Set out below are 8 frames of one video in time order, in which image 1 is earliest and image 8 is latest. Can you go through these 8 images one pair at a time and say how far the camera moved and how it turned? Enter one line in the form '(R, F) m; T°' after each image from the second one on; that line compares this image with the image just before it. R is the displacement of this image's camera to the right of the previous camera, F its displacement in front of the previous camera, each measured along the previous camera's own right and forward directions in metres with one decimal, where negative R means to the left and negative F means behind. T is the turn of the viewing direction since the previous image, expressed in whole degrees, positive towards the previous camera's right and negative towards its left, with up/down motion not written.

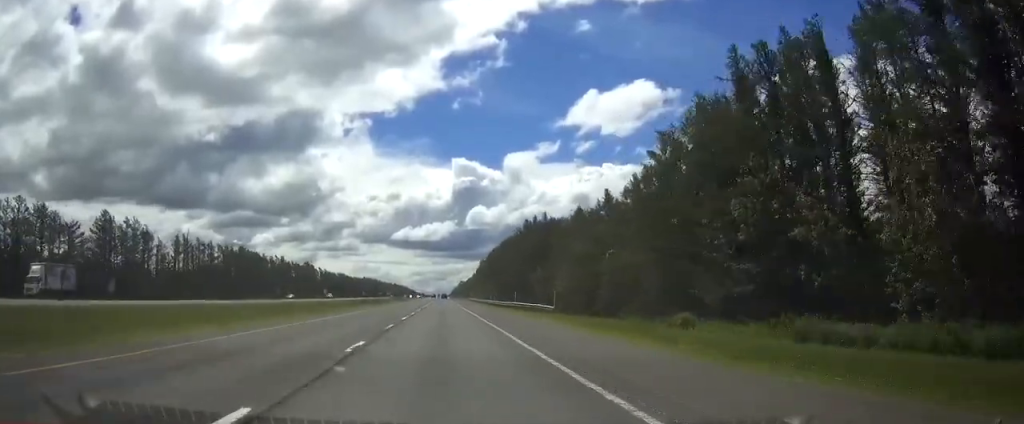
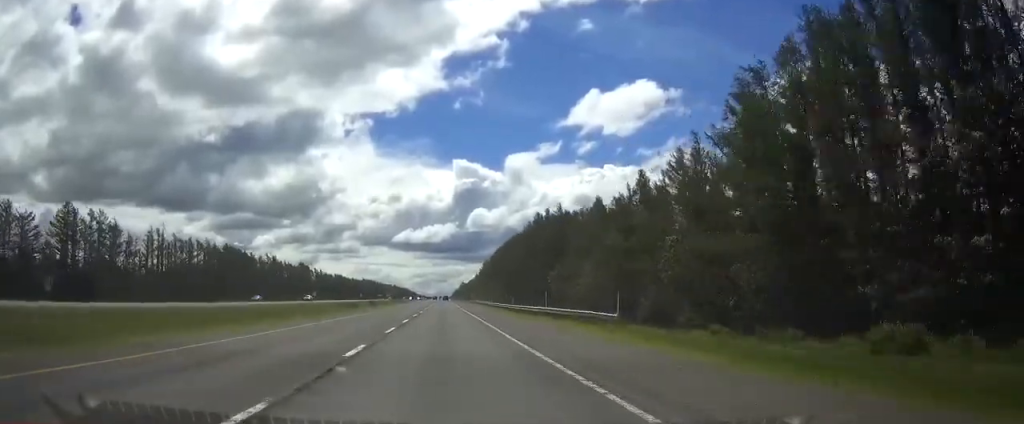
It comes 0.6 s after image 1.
(0.0, +18.1) m; 0°
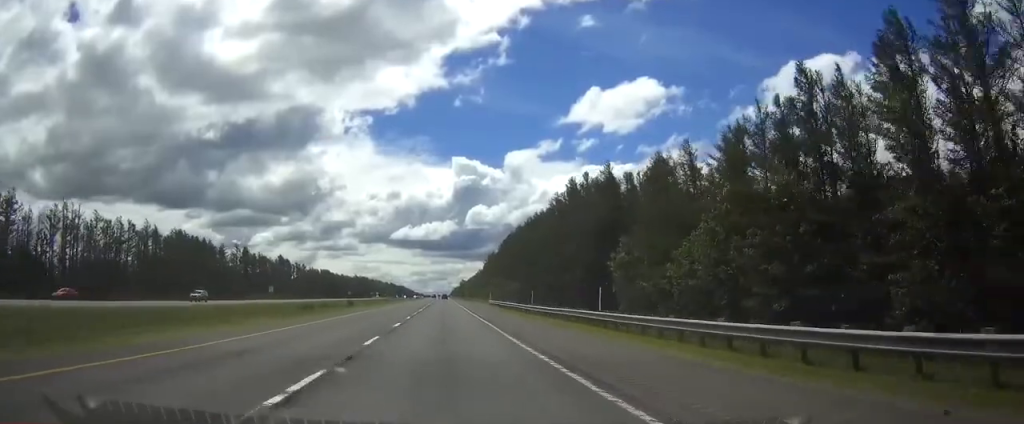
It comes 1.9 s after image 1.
(+0.2, +42.3) m; 0°
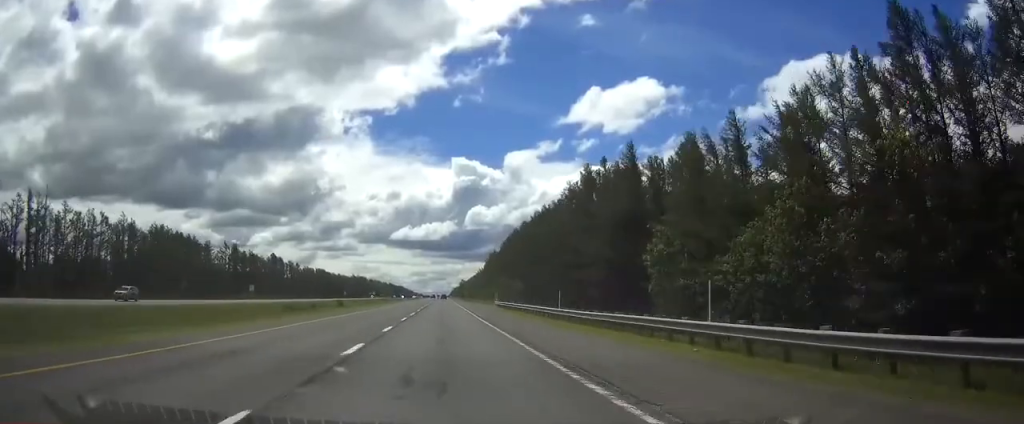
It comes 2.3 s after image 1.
(+0.1, +12.6) m; 0°
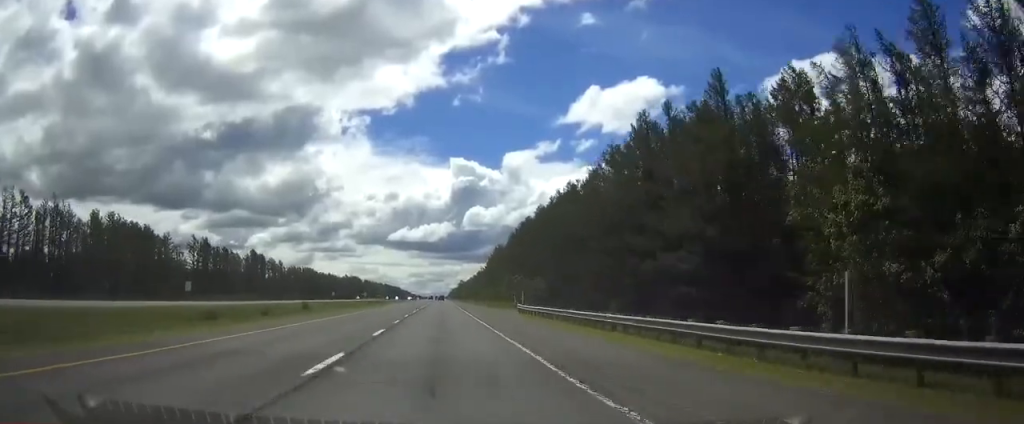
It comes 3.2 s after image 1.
(-0.1, +29.4) m; 0°
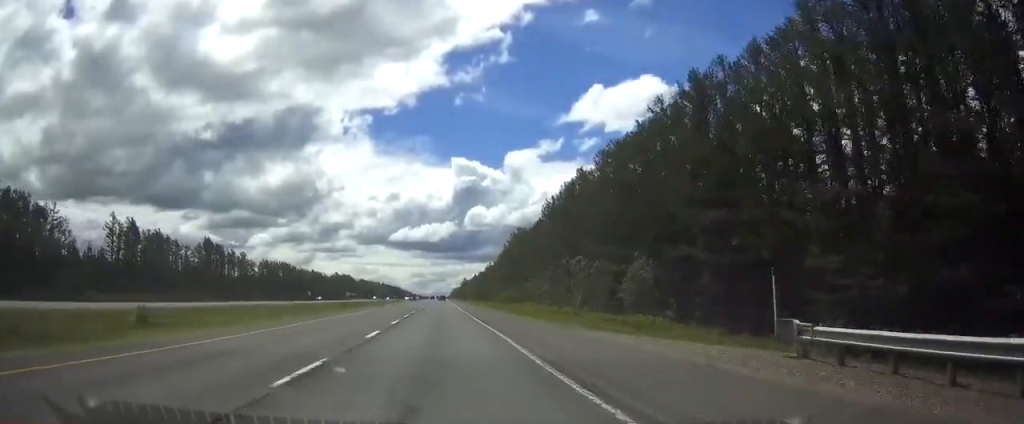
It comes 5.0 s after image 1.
(+0.1, +55.5) m; 0°
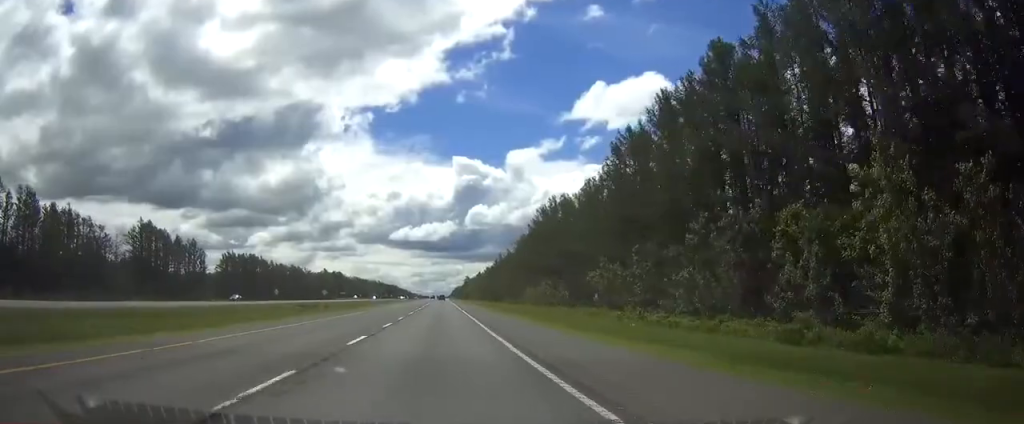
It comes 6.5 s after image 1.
(0.0, +48.2) m; 0°
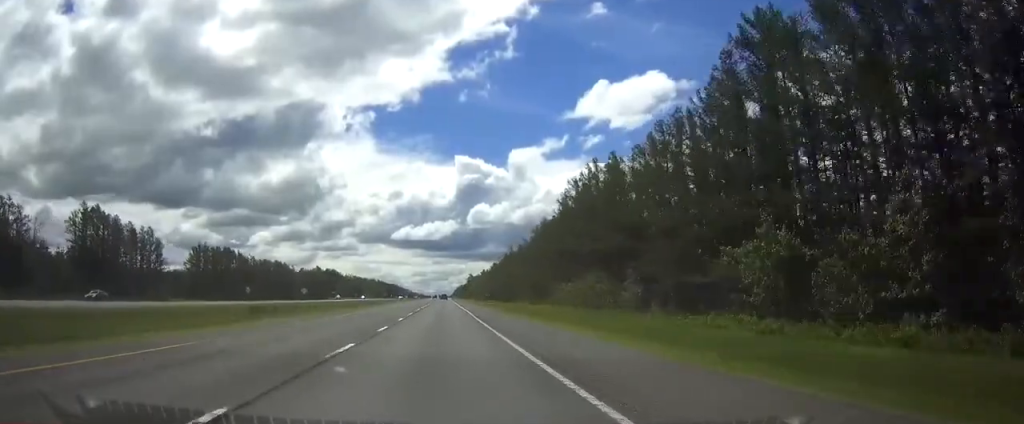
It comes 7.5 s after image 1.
(0.0, +30.3) m; 0°
